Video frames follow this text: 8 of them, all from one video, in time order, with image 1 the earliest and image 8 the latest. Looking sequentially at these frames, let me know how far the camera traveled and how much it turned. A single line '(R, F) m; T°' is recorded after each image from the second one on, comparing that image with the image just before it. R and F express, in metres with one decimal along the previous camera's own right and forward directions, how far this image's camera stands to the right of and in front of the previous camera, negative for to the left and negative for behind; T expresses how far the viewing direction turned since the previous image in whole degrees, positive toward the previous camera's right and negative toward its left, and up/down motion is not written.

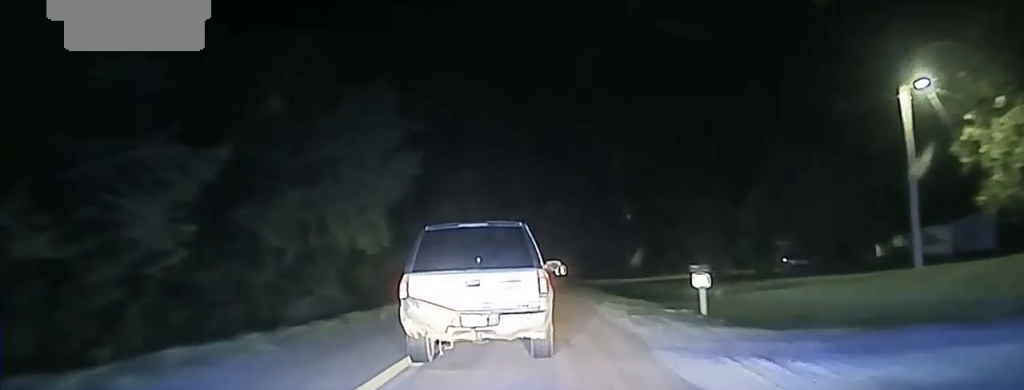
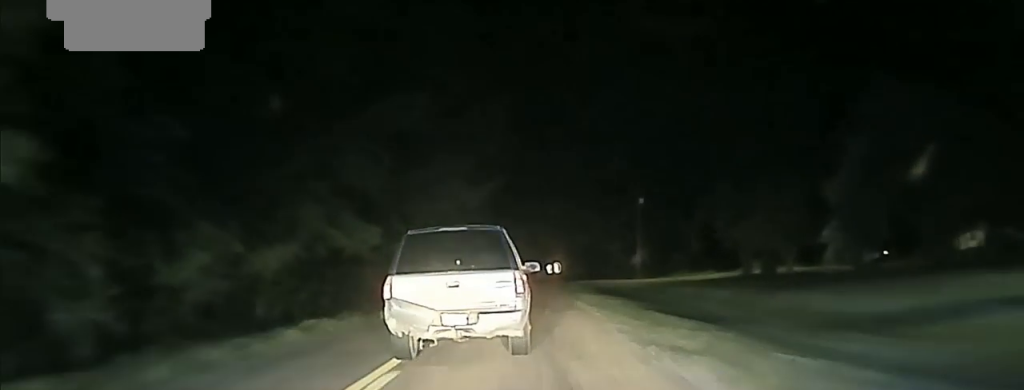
(+0.2, +24.4) m; 0°
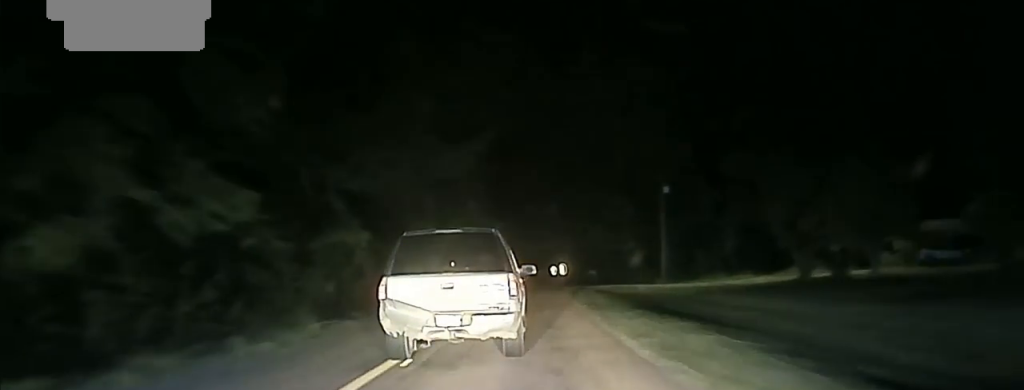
(0.0, +19.1) m; 0°
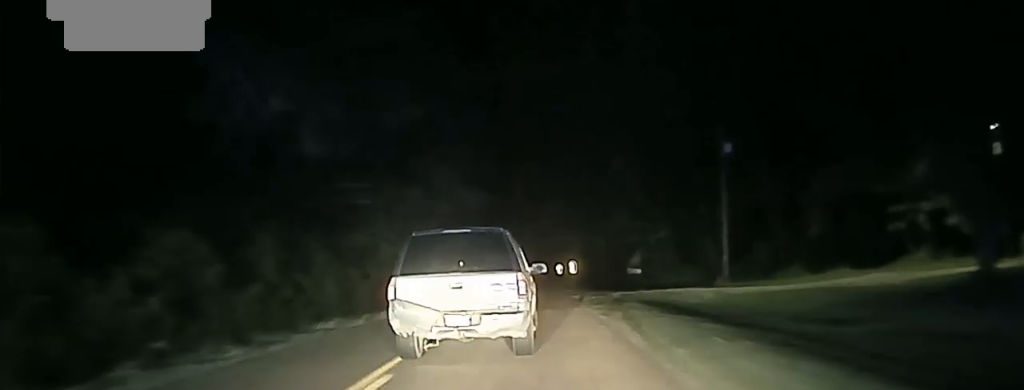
(-0.1, +23.9) m; 0°
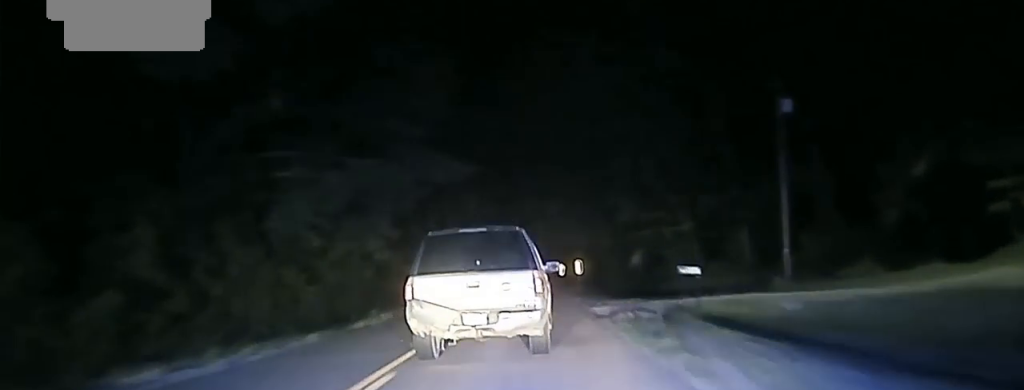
(0.0, +14.3) m; 0°
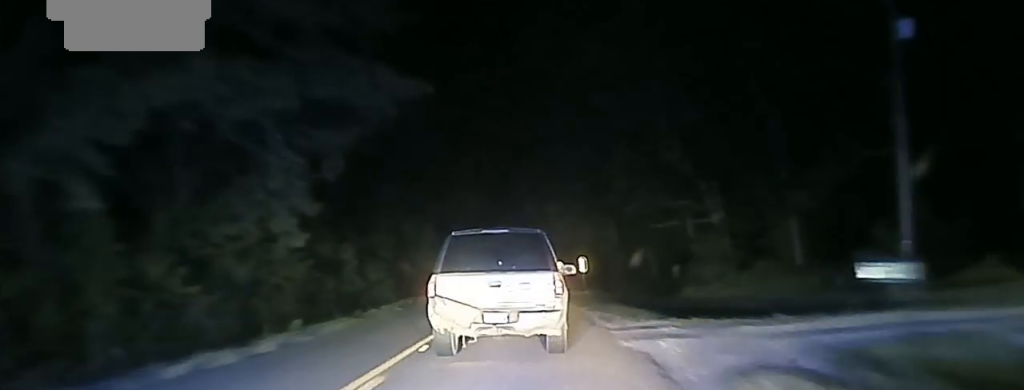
(0.0, +12.0) m; 0°
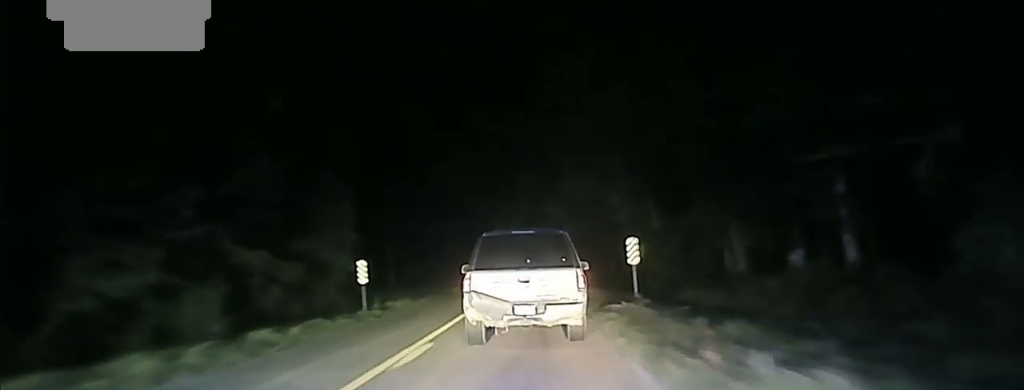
(0.0, +32.4) m; -1°
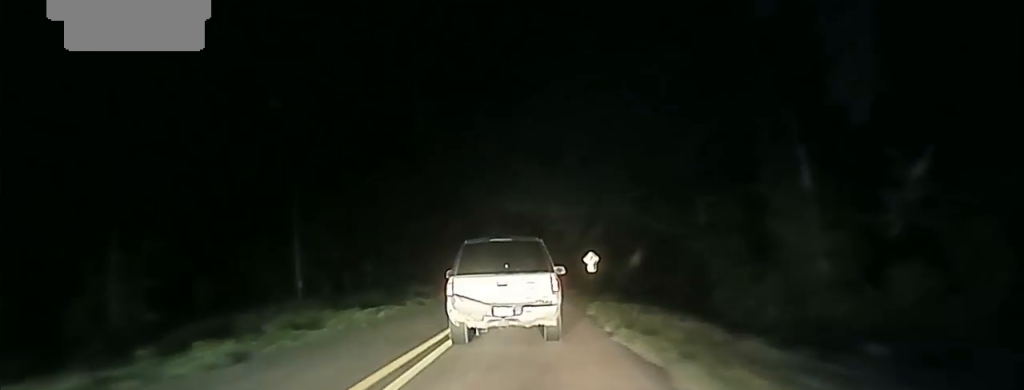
(-0.3, +37.2) m; 0°
